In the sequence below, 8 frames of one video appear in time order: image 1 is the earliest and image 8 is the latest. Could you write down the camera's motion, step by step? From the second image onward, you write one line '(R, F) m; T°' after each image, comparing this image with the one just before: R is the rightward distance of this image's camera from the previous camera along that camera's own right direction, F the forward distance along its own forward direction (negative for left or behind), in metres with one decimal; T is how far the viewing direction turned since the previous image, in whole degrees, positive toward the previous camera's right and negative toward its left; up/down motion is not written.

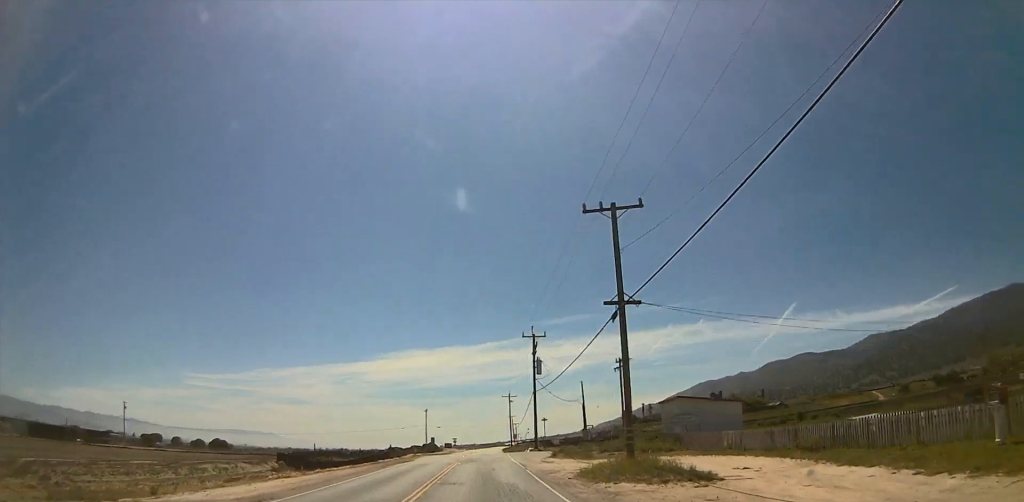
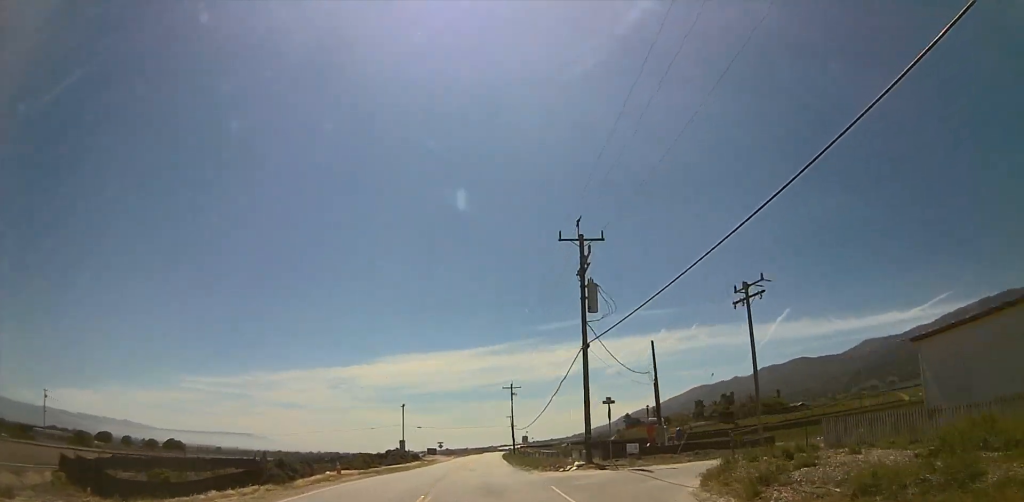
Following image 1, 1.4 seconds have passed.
(+0.3, +34.6) m; +1°
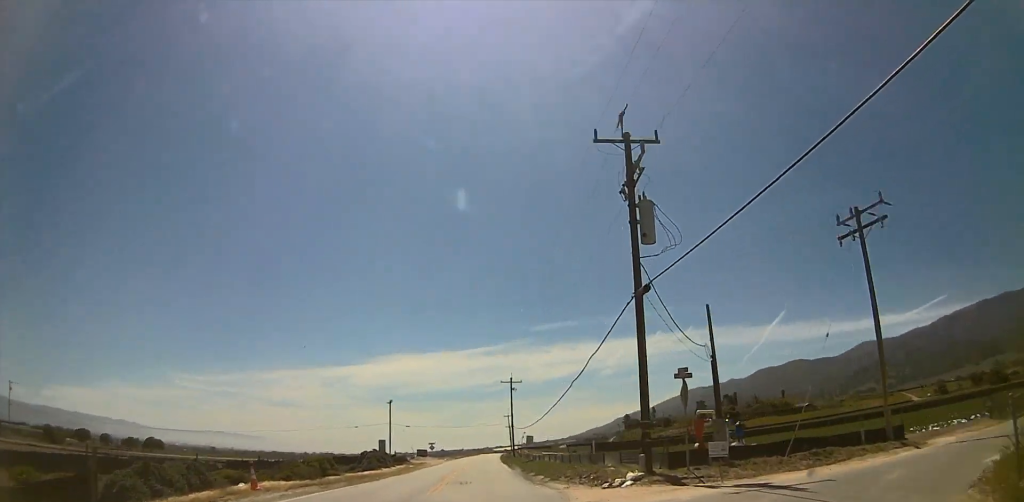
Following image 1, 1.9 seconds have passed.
(0.0, +12.2) m; +1°
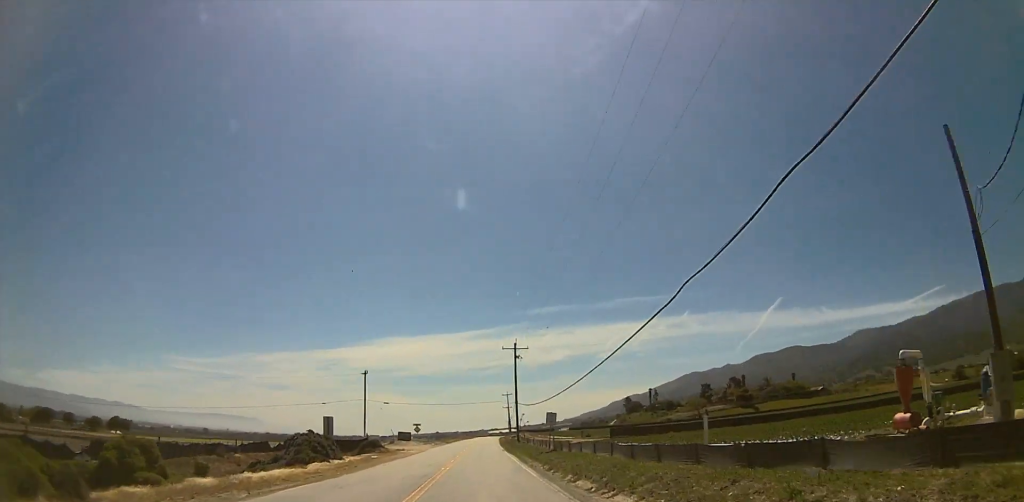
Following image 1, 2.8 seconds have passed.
(-0.1, +20.3) m; +2°
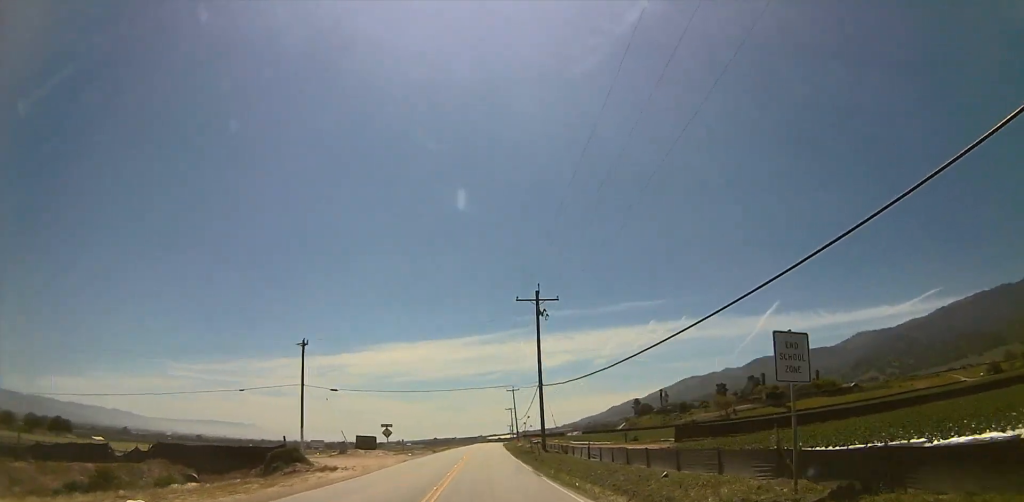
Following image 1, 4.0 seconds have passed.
(+1.4, +31.0) m; +3°
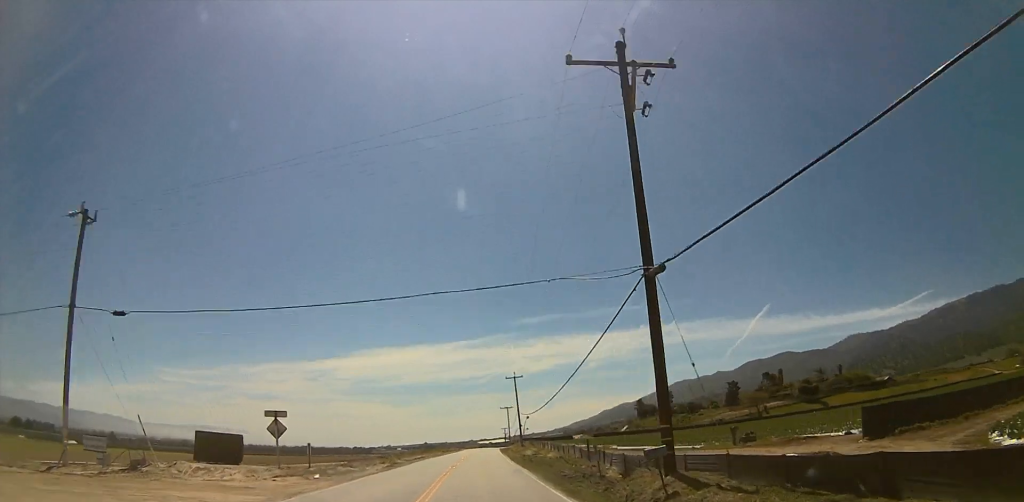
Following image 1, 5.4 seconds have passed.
(0.0, +33.4) m; -1°
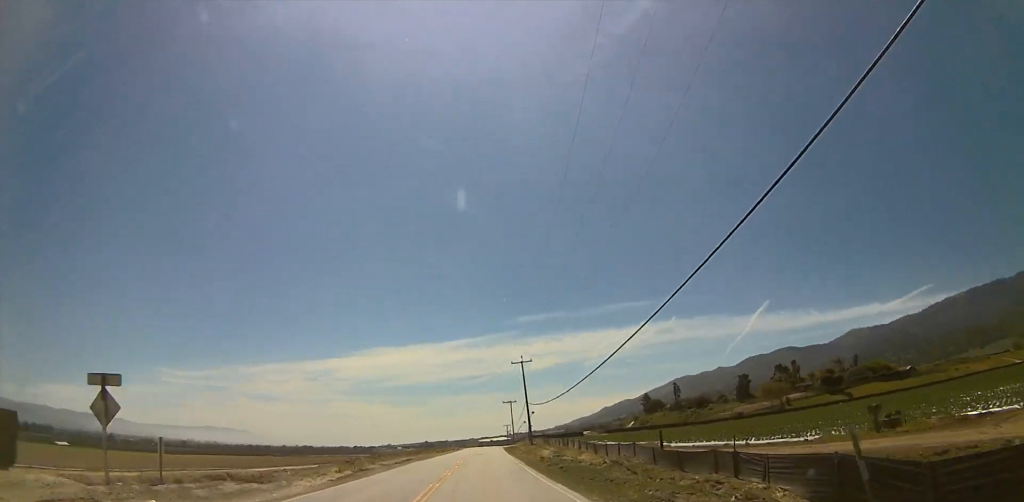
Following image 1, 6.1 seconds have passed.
(-0.2, +15.4) m; 0°
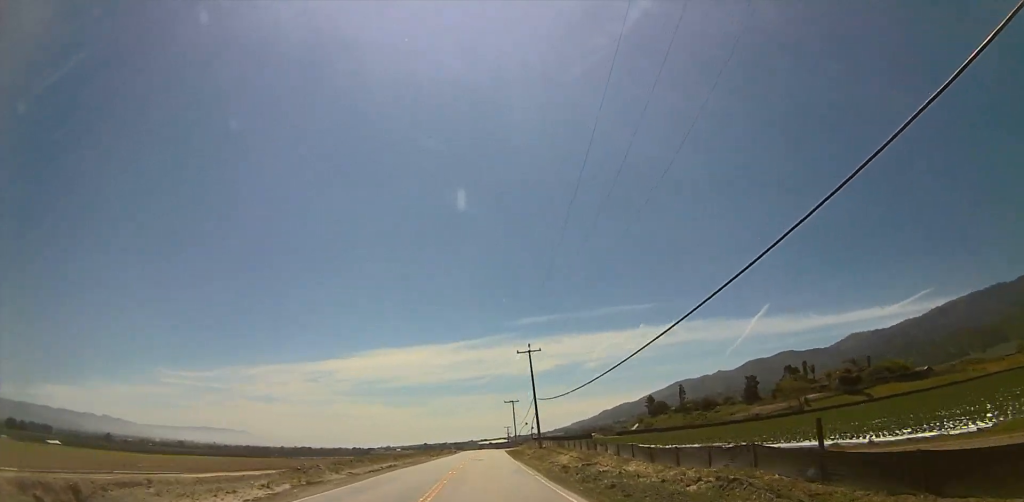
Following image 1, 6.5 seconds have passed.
(-0.4, +11.3) m; 0°
